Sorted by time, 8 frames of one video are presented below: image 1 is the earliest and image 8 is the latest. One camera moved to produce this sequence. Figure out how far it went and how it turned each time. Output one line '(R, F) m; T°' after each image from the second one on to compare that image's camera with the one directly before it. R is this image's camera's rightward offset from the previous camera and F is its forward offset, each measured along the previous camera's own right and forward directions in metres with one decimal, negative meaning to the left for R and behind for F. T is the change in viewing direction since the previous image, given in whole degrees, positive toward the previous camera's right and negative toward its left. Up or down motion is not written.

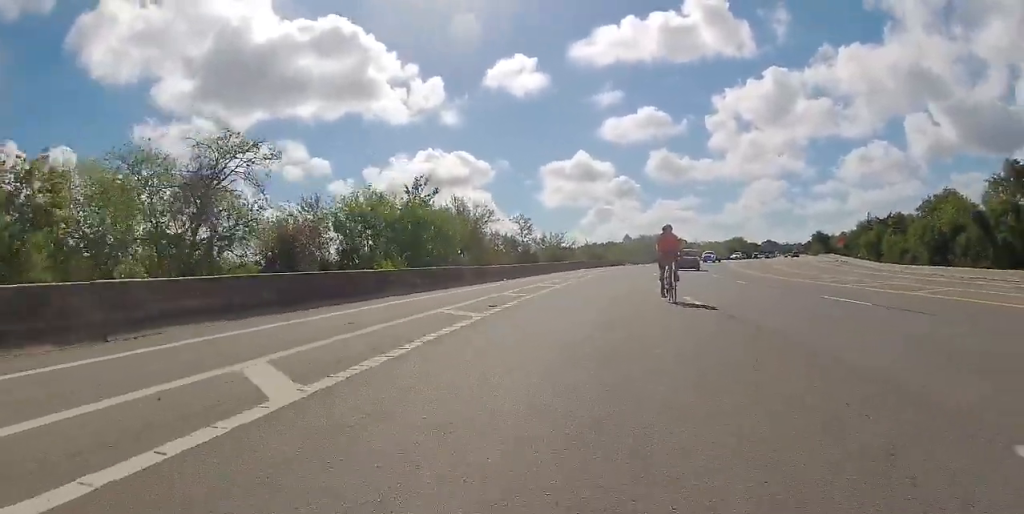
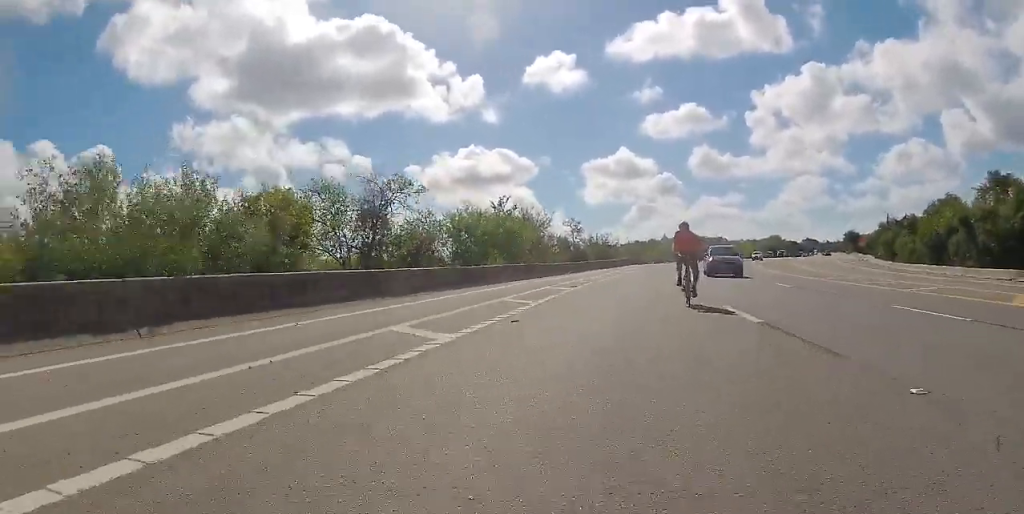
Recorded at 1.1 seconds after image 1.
(-0.2, +8.2) m; -2°
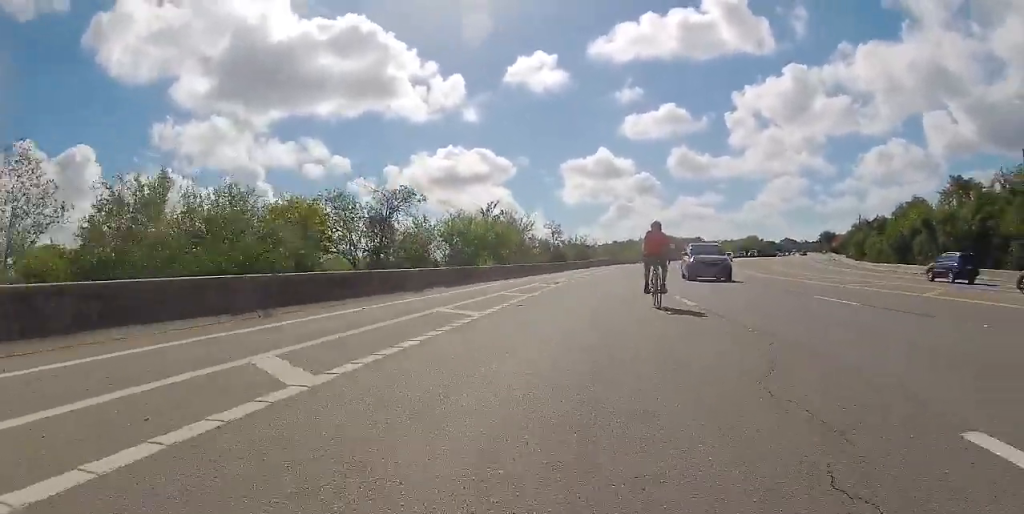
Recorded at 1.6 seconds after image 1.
(0.0, +3.1) m; -1°
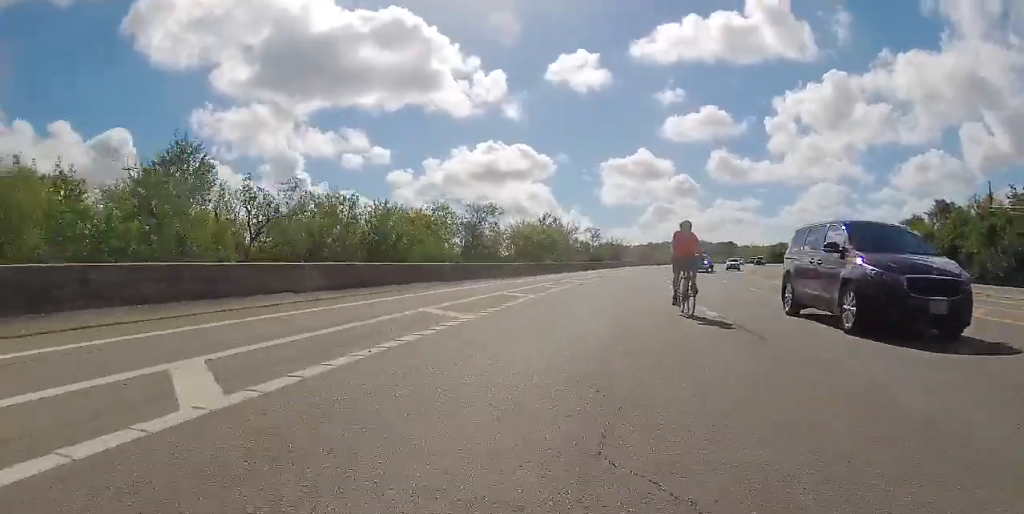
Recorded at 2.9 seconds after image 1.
(-0.3, +8.7) m; -3°
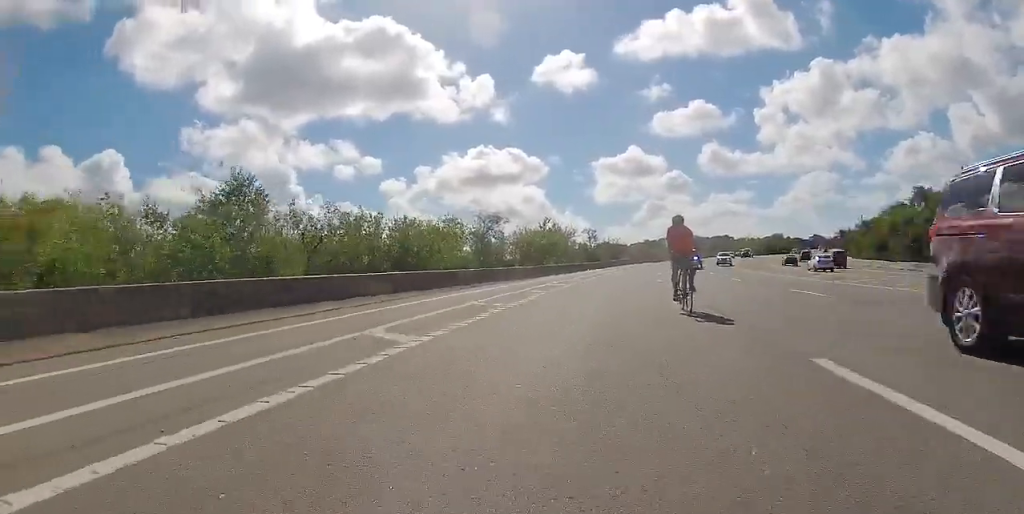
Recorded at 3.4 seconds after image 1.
(0.0, +3.0) m; -1°
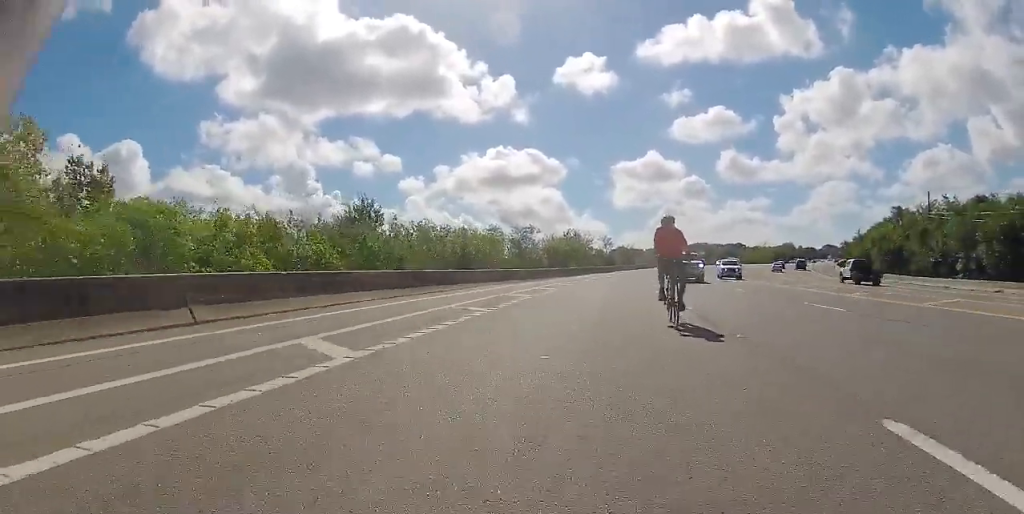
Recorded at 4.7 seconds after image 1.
(0.0, +9.2) m; 0°
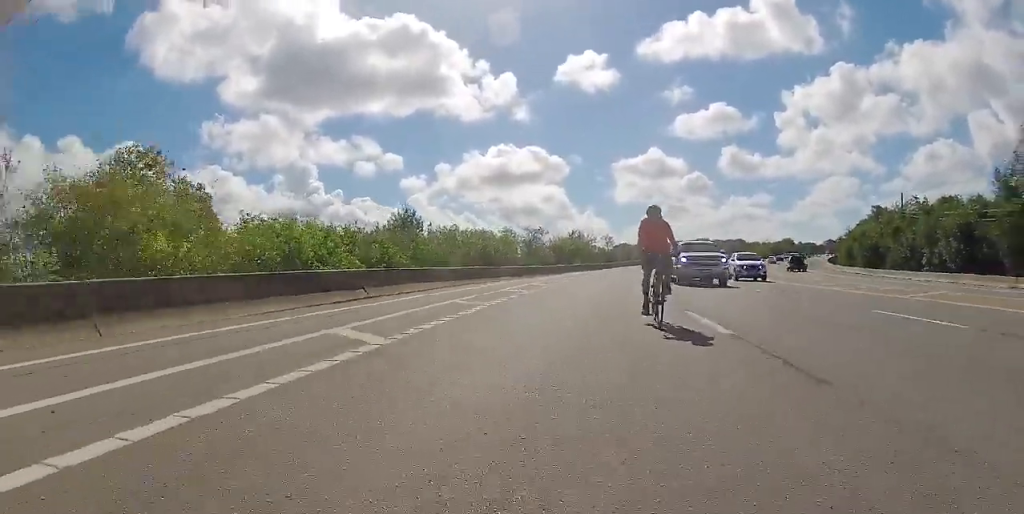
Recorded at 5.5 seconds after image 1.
(0.0, +6.5) m; -1°
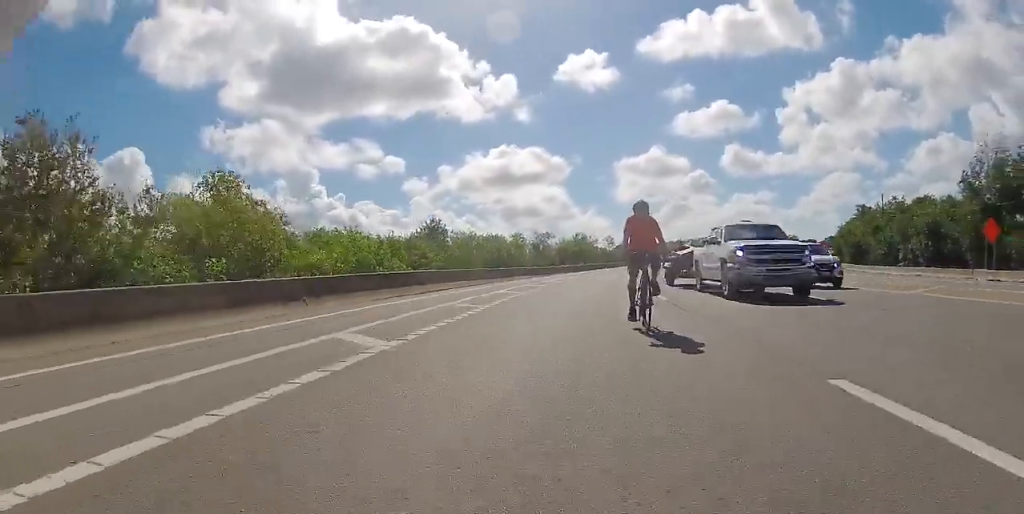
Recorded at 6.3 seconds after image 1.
(-0.1, +5.8) m; 0°
